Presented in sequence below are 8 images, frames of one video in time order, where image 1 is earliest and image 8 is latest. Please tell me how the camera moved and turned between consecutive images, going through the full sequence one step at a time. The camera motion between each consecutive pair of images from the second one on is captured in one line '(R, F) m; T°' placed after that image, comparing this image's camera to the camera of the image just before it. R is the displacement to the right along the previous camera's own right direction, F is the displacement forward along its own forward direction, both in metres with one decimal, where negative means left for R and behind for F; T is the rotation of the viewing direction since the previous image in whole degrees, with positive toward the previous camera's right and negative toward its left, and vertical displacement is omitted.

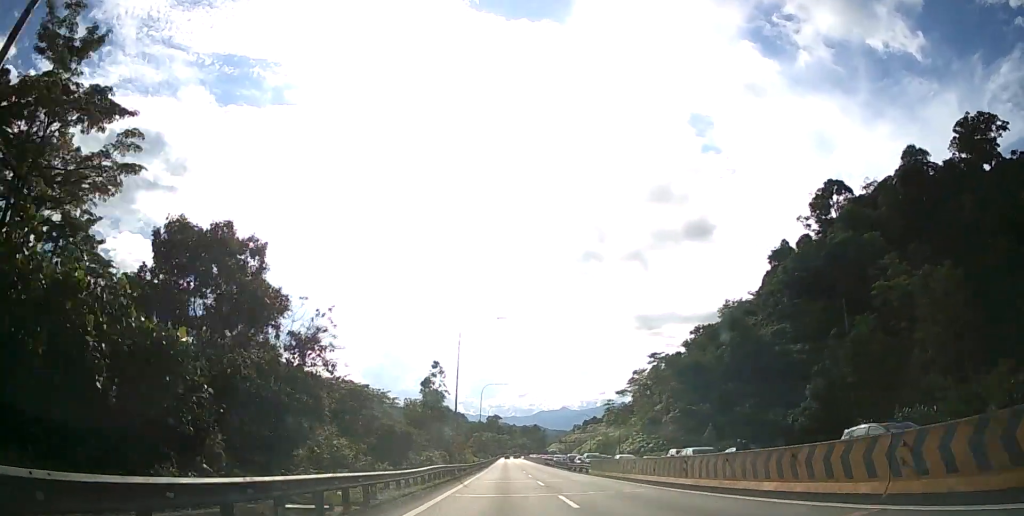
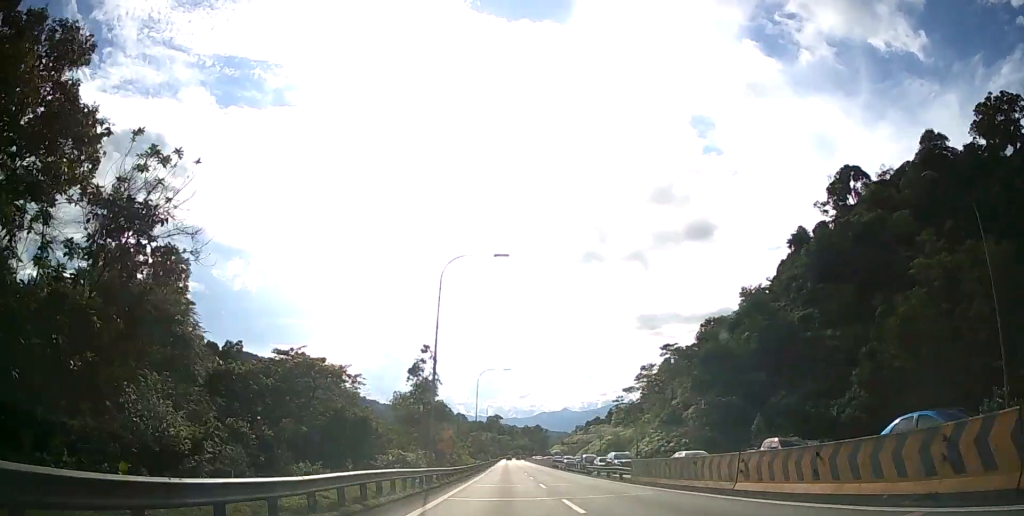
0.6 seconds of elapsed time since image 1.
(0.0, +13.1) m; 0°
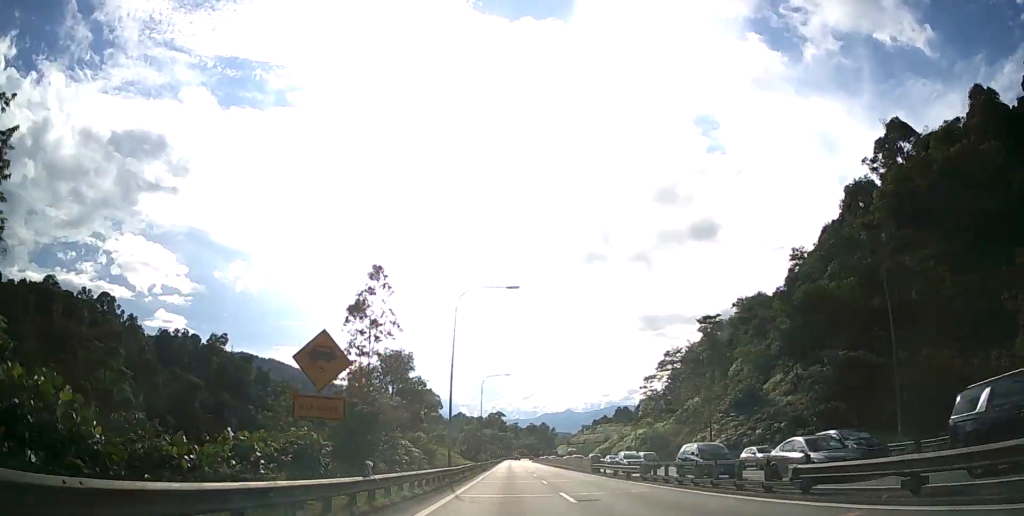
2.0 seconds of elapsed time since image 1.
(-0.1, +32.6) m; 0°
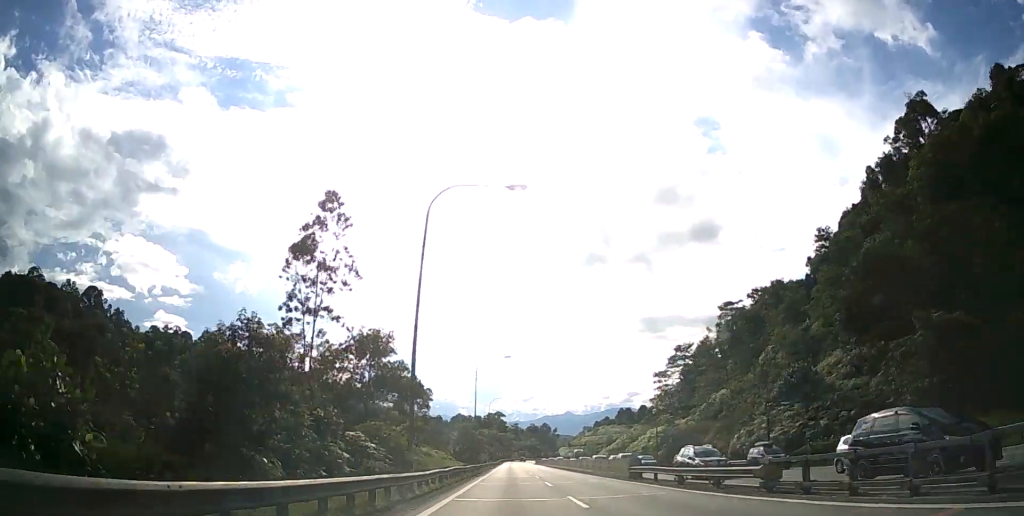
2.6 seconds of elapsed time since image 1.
(0.0, +13.9) m; 0°
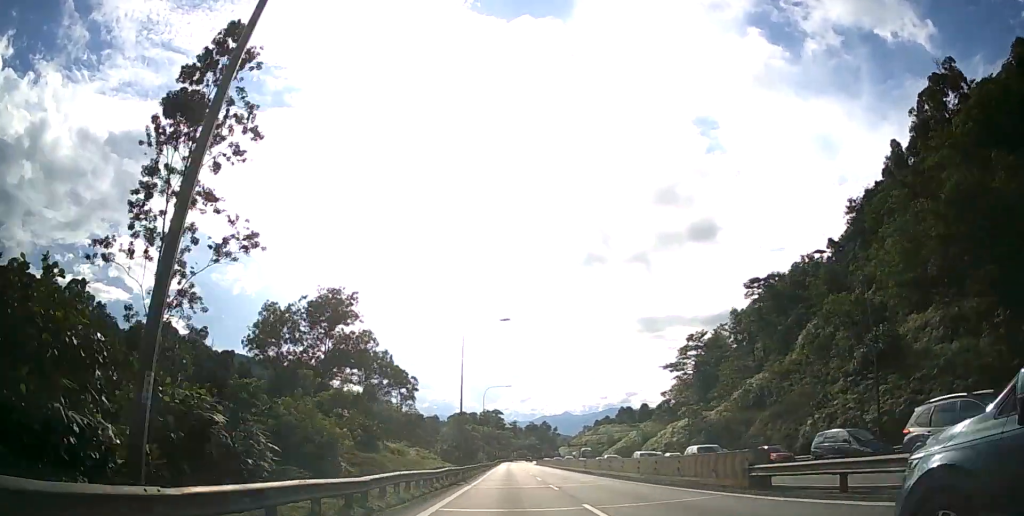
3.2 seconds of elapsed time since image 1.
(0.0, +15.6) m; 0°
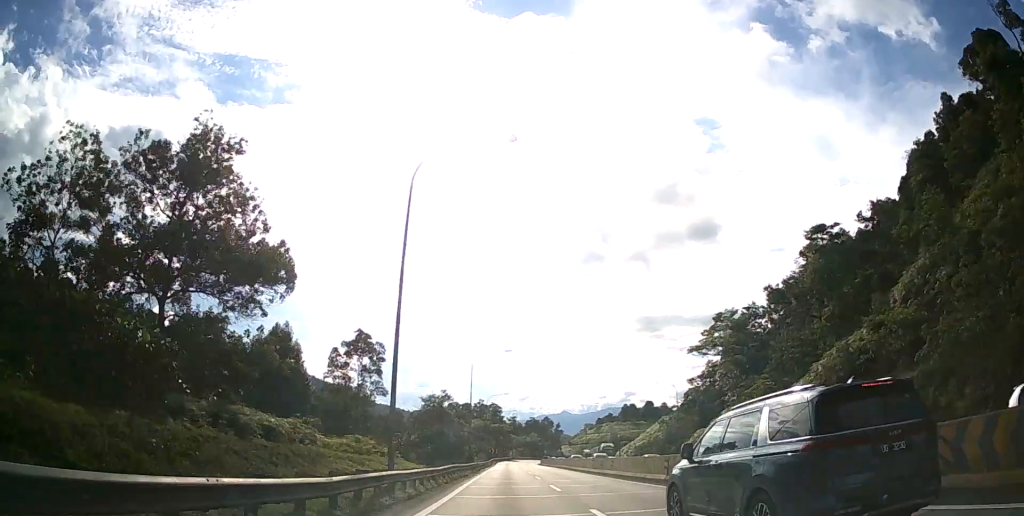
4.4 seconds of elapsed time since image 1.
(+0.1, +25.6) m; 0°
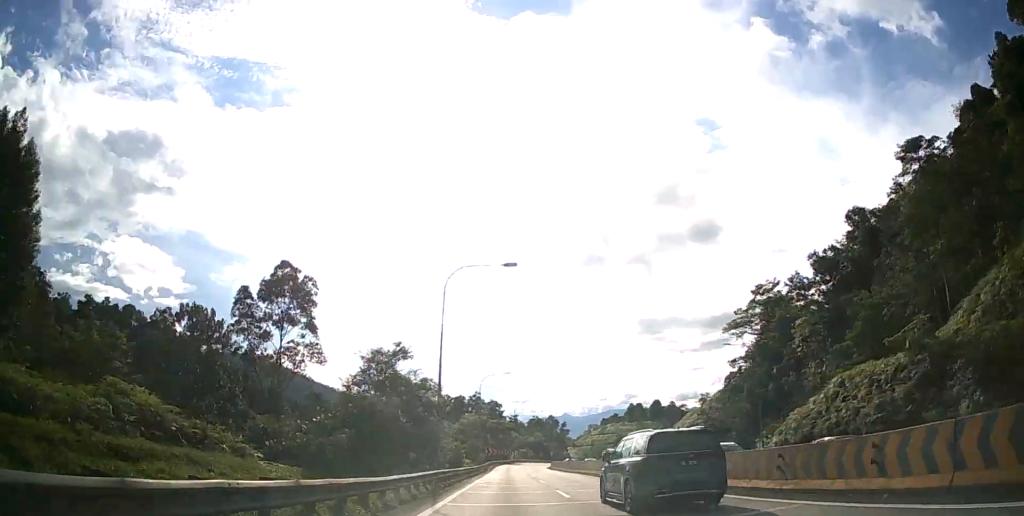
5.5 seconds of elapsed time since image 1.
(0.0, +26.5) m; 0°
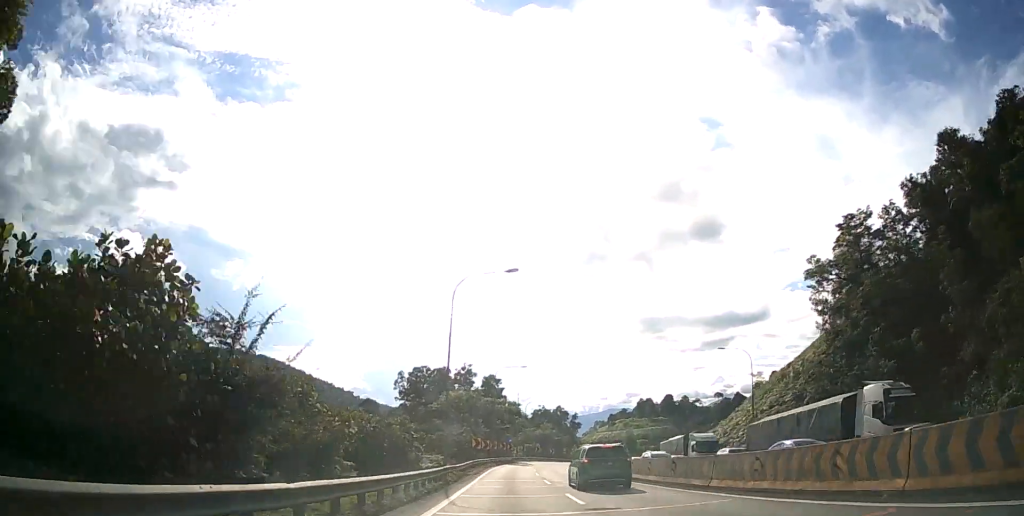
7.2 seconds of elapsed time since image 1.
(0.0, +38.7) m; 0°
